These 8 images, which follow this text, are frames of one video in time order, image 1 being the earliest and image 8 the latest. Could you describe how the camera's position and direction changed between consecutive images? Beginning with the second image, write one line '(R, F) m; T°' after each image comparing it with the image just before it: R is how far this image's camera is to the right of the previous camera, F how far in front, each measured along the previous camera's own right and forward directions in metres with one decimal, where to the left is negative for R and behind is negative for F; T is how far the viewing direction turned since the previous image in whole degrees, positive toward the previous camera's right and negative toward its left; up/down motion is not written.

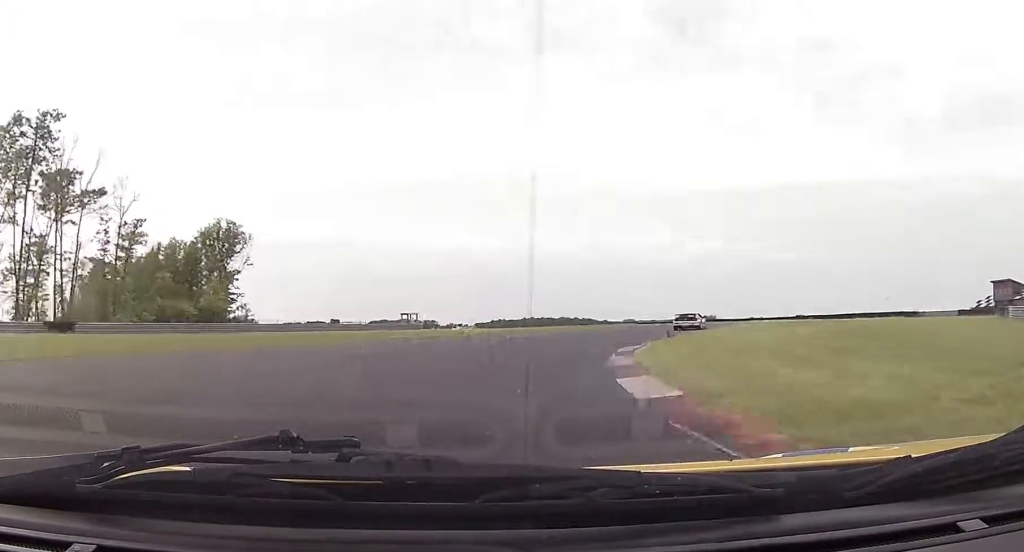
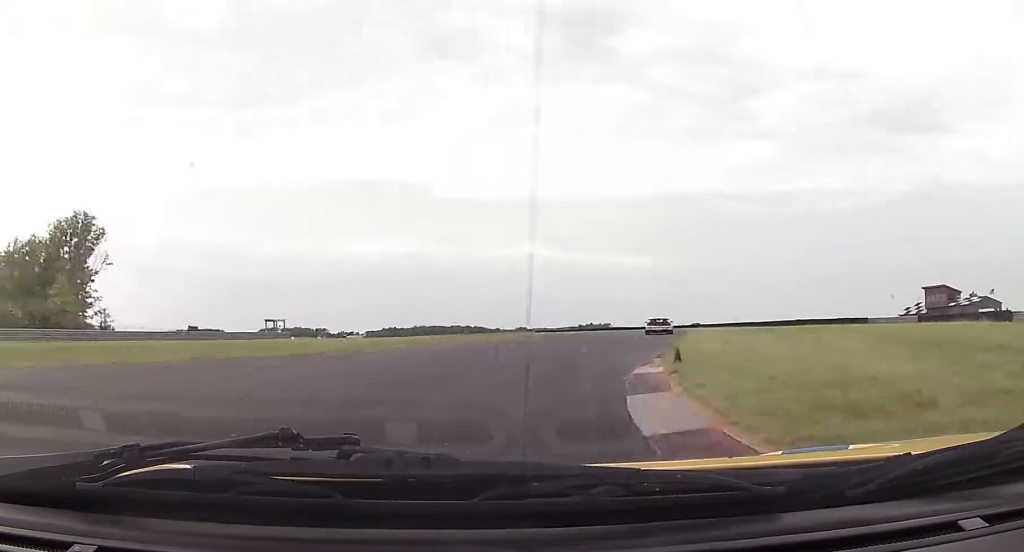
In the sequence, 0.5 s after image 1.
(+1.0, +15.5) m; +7°
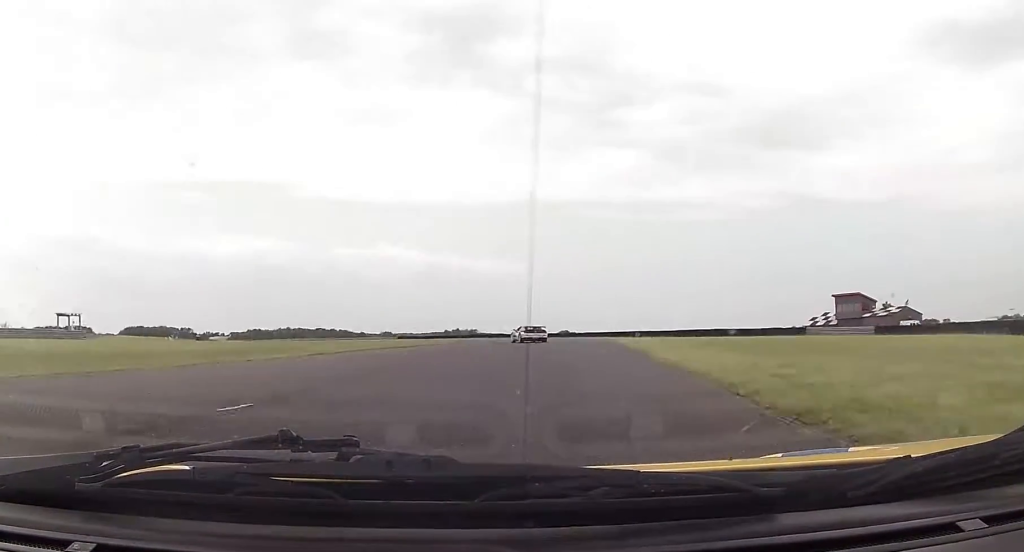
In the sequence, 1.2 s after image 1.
(+2.1, +19.4) m; +6°
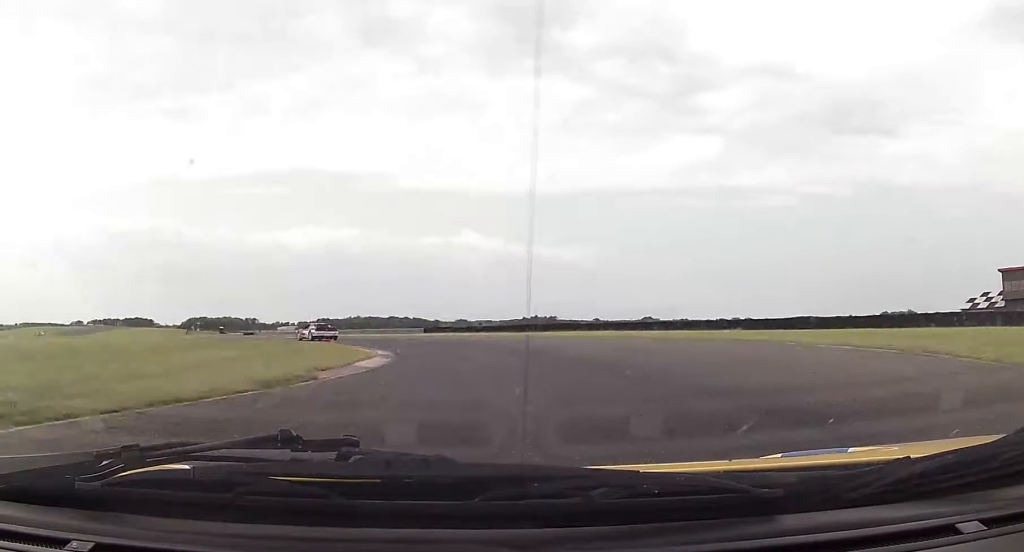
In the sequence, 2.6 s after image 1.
(-2.0, +40.2) m; -12°
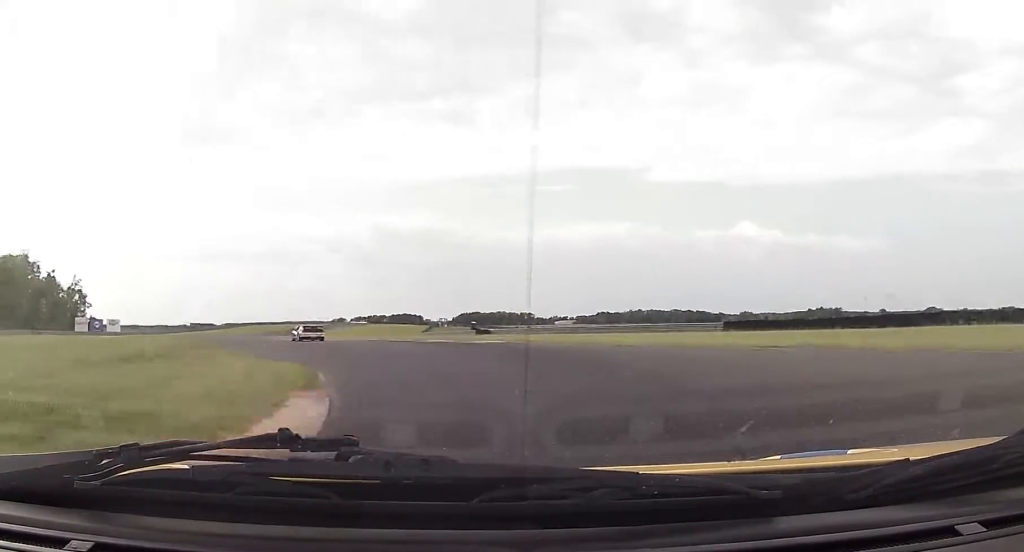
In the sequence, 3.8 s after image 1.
(-4.4, +32.6) m; -16°
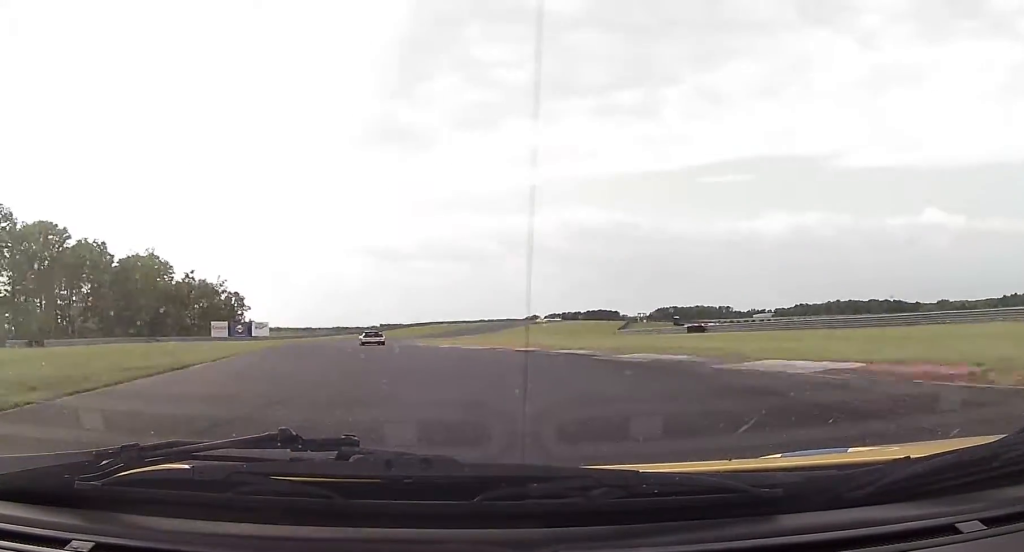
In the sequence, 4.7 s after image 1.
(-1.9, +22.2) m; -13°
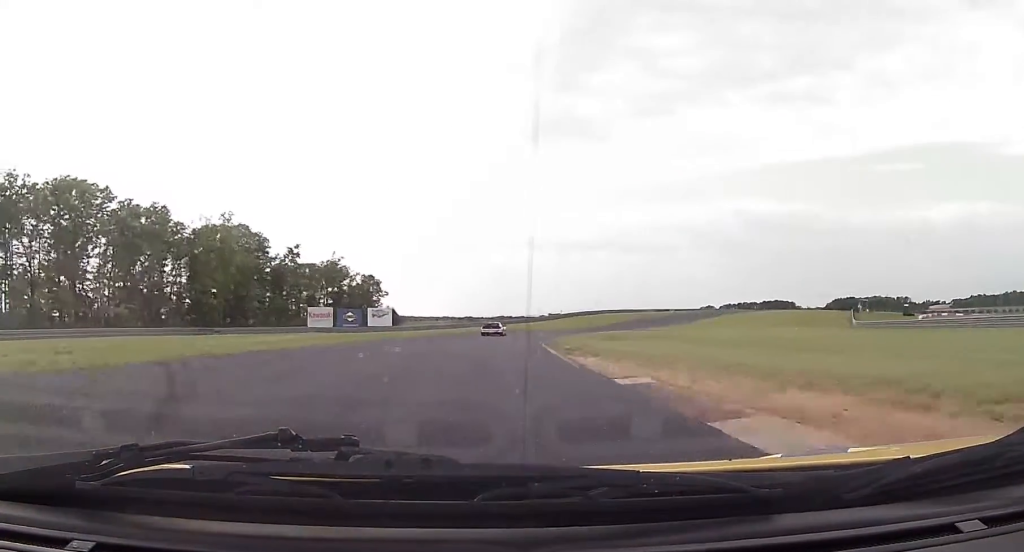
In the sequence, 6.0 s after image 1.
(-7.3, +37.5) m; -13°
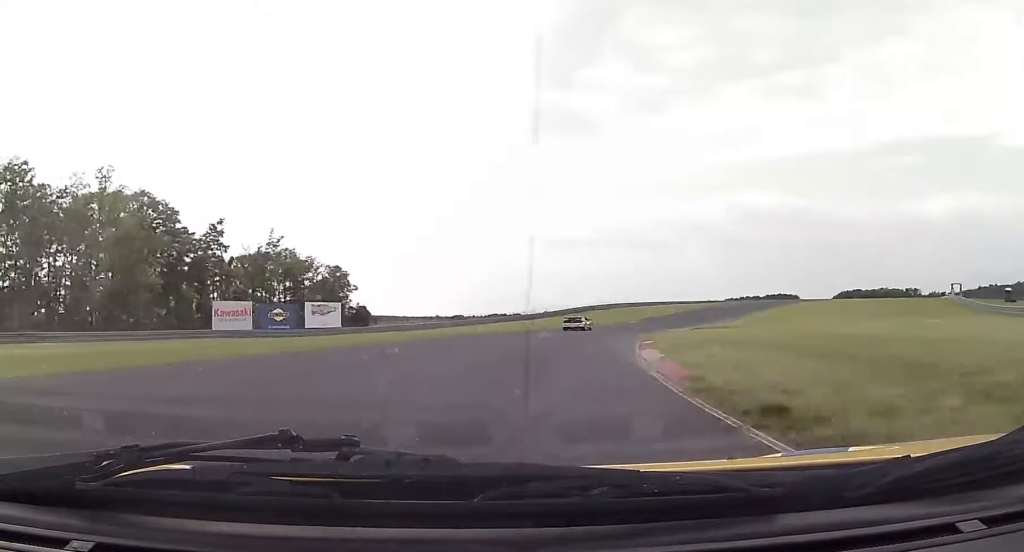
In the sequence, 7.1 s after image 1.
(-0.9, +34.9) m; 0°
